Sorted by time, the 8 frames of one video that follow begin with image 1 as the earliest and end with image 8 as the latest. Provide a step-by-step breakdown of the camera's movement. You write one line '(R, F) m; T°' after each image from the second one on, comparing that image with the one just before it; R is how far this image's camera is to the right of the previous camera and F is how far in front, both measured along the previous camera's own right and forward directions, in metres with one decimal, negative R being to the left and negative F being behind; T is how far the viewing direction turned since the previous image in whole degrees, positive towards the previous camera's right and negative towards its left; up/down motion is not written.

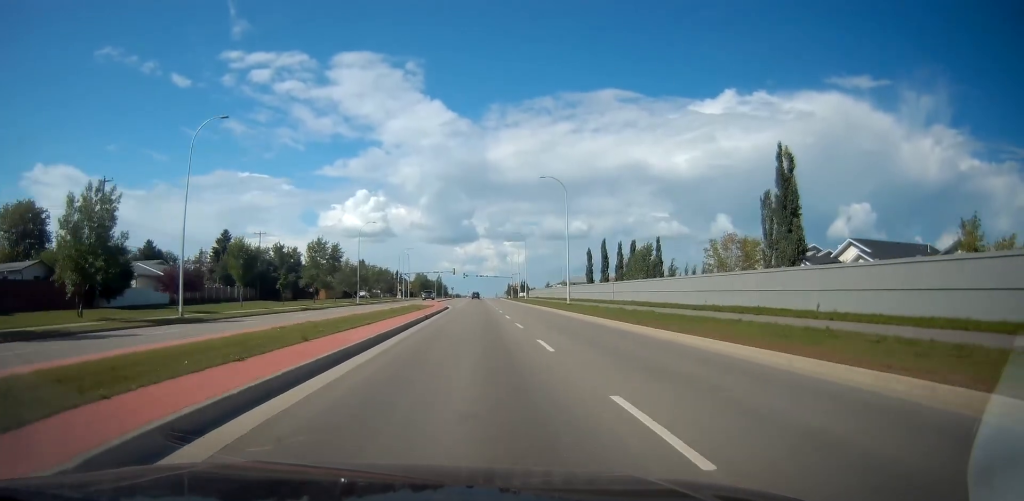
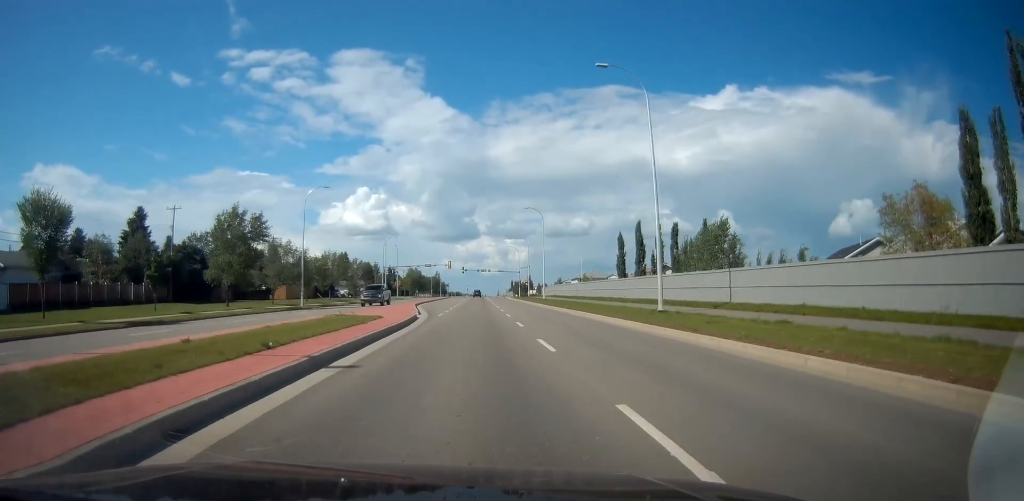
(0.0, +27.9) m; 0°
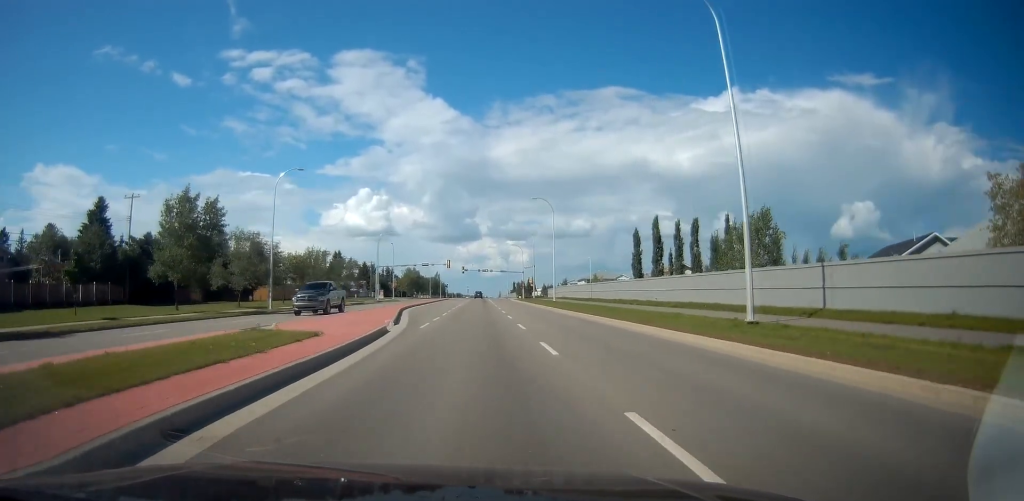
(0.0, +9.4) m; 0°
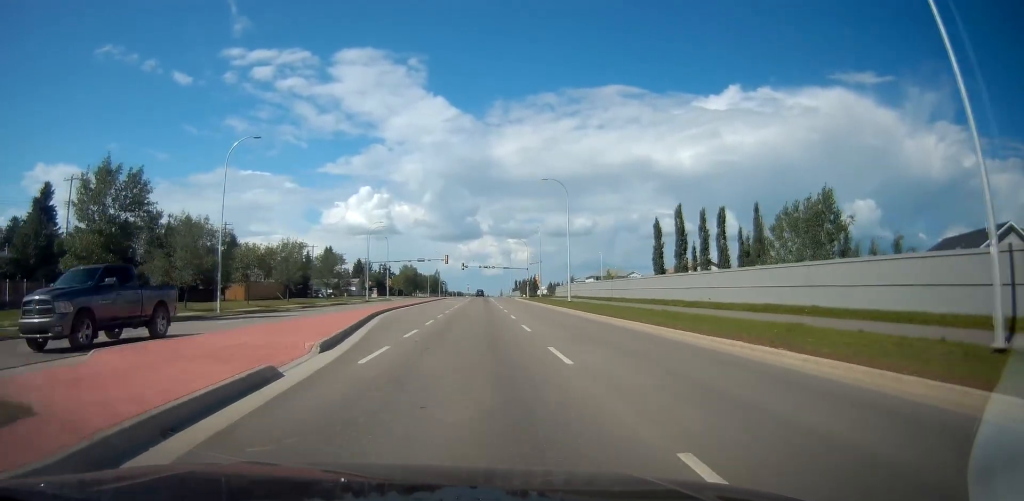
(0.0, +10.6) m; 0°
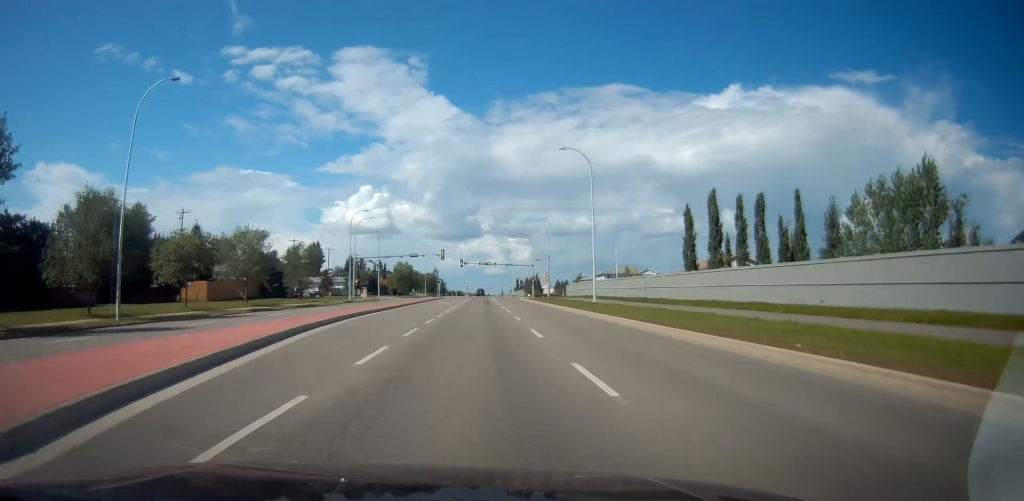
(0.0, +12.3) m; 0°
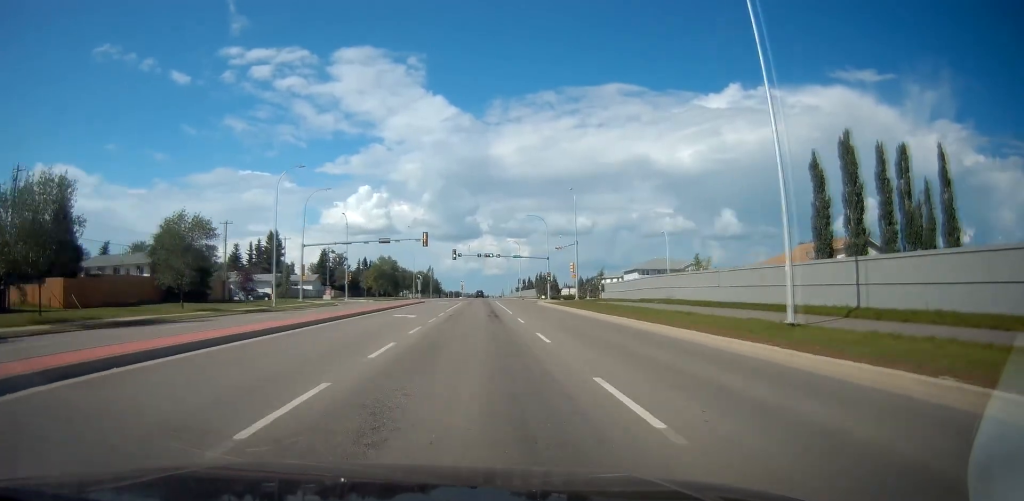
(0.0, +28.8) m; 0°
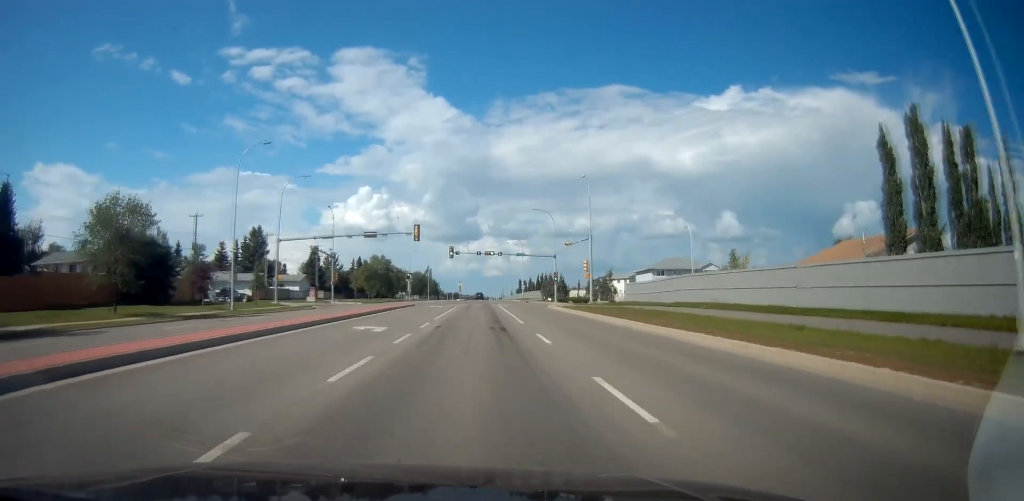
(0.0, +8.7) m; 0°
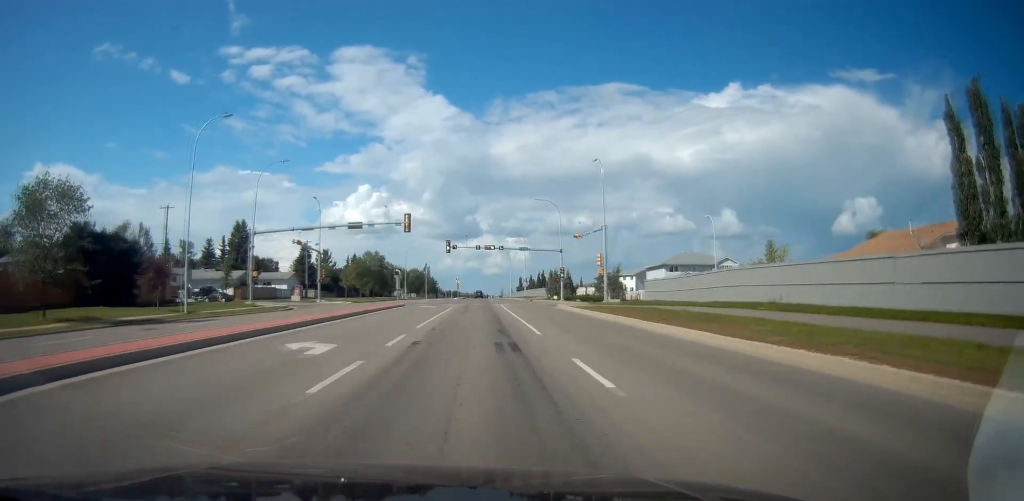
(0.0, +6.9) m; 0°
